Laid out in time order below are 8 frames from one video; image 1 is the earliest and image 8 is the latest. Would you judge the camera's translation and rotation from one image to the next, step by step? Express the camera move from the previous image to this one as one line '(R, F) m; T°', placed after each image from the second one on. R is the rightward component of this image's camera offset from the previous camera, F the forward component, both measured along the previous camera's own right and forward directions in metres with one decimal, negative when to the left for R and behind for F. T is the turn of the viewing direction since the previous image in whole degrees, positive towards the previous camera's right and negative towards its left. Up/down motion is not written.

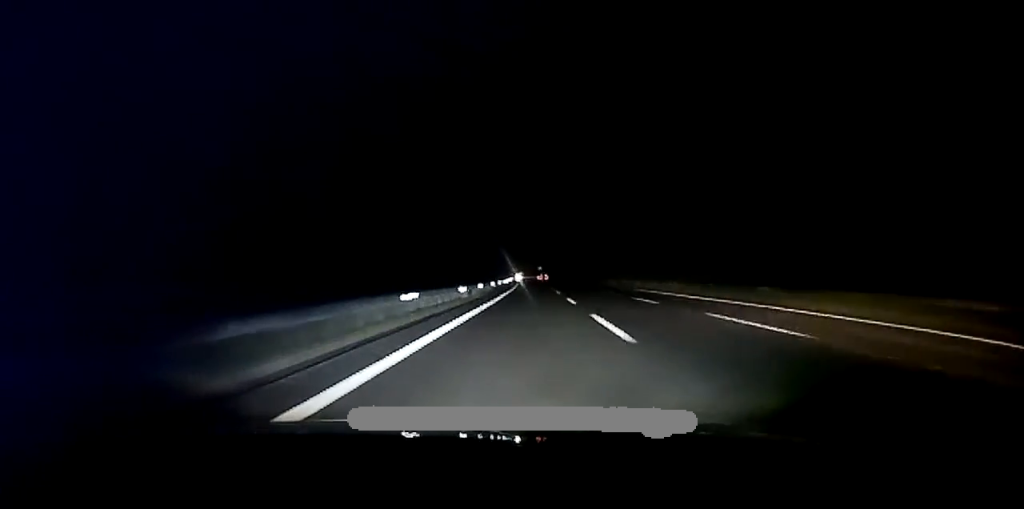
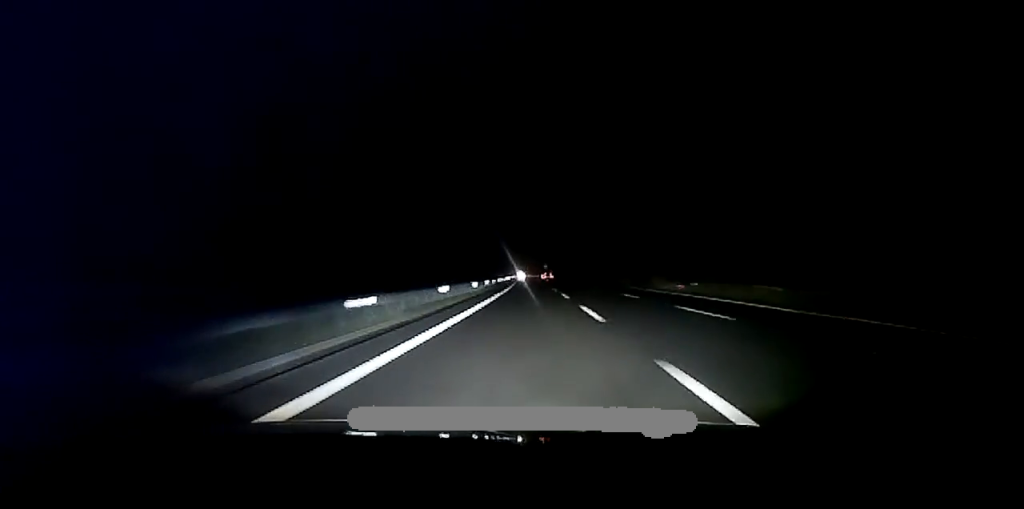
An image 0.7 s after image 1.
(-0.3, +42.2) m; -1°
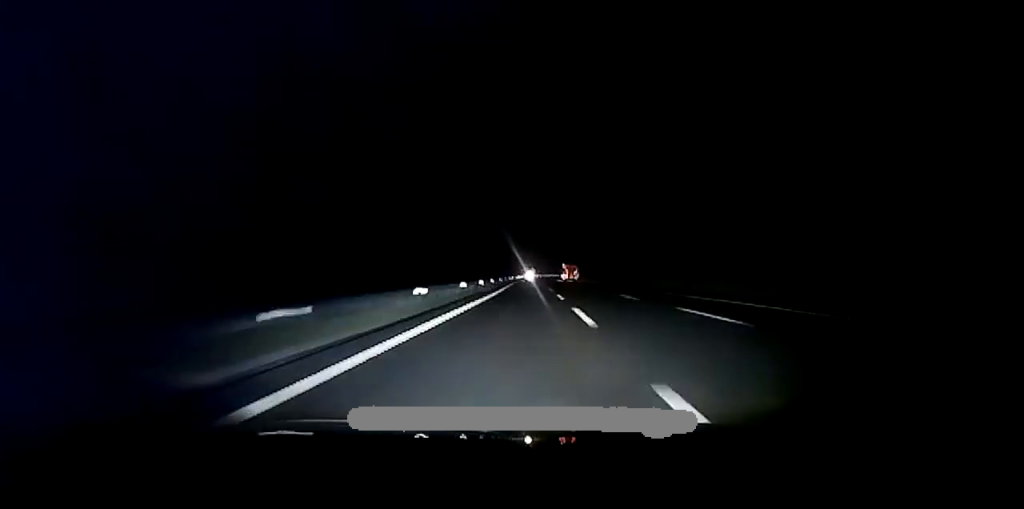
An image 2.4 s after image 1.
(-1.7, +106.8) m; -2°
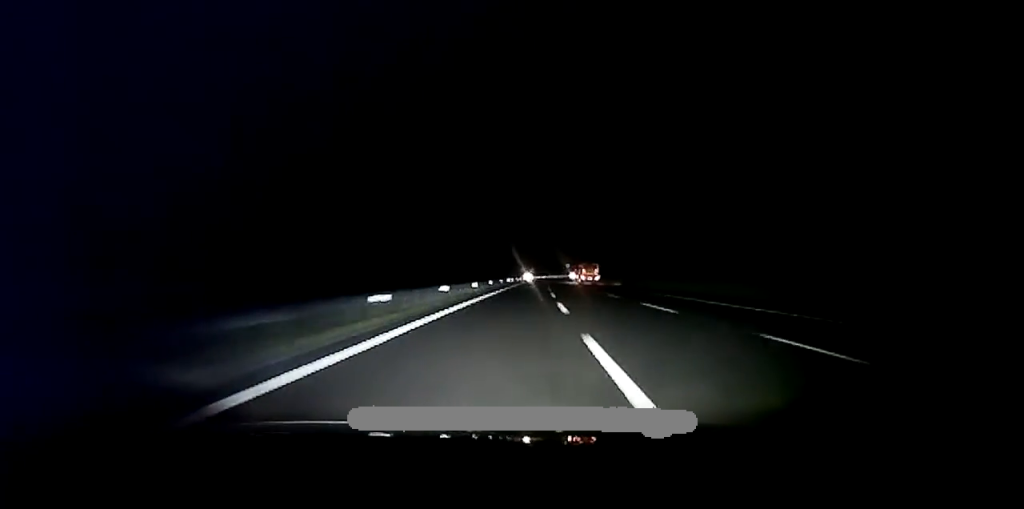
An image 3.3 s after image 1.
(-0.2, +54.6) m; -1°
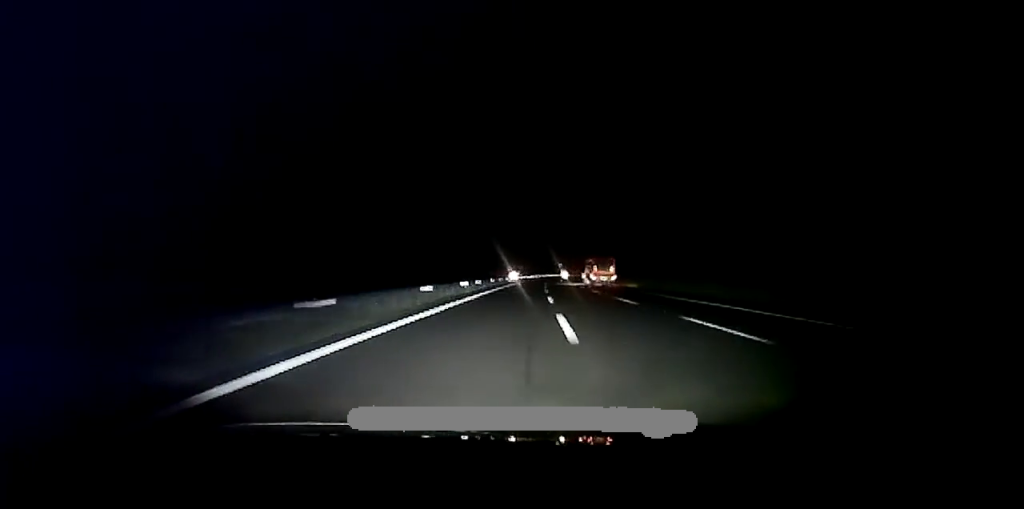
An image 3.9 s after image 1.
(-0.4, +39.7) m; -1°
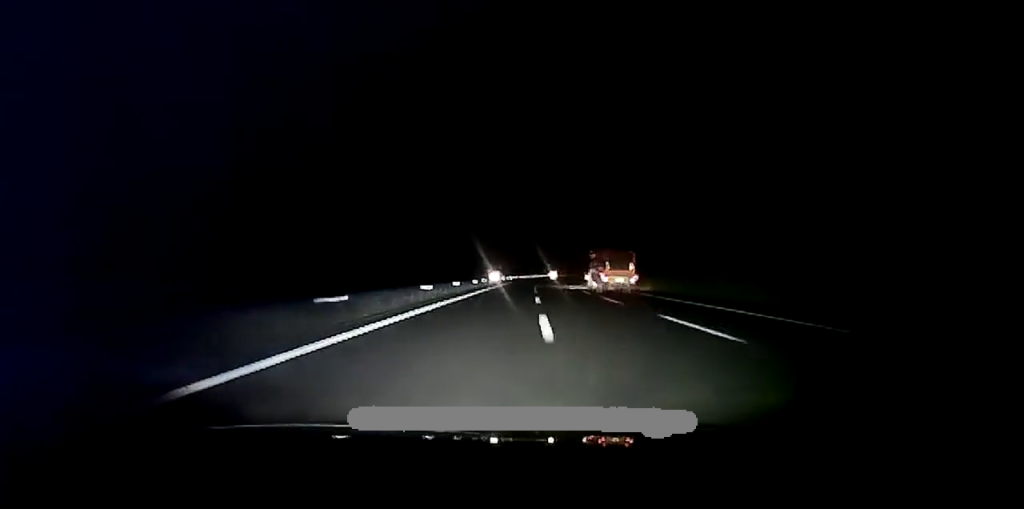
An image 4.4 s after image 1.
(-0.1, +29.8) m; 0°
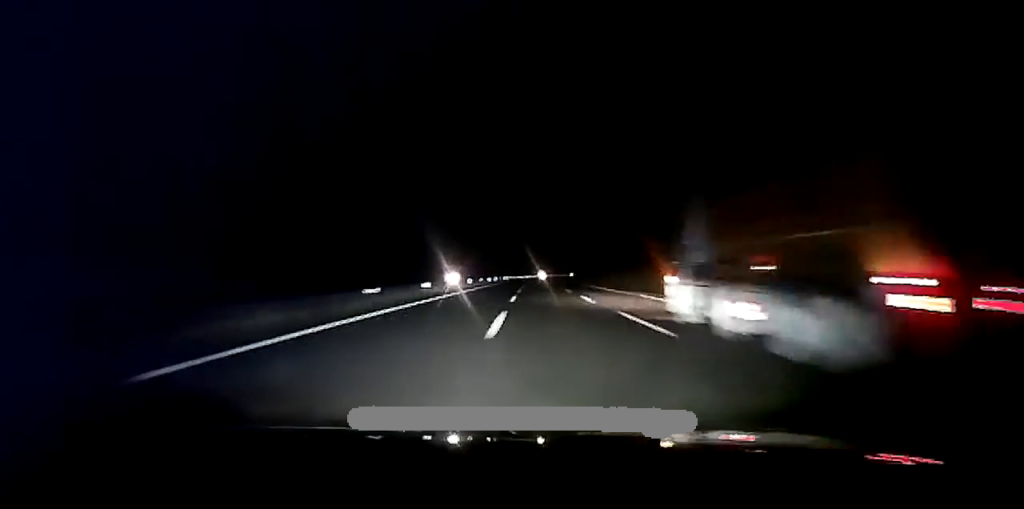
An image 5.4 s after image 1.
(-0.2, +59.7) m; +1°
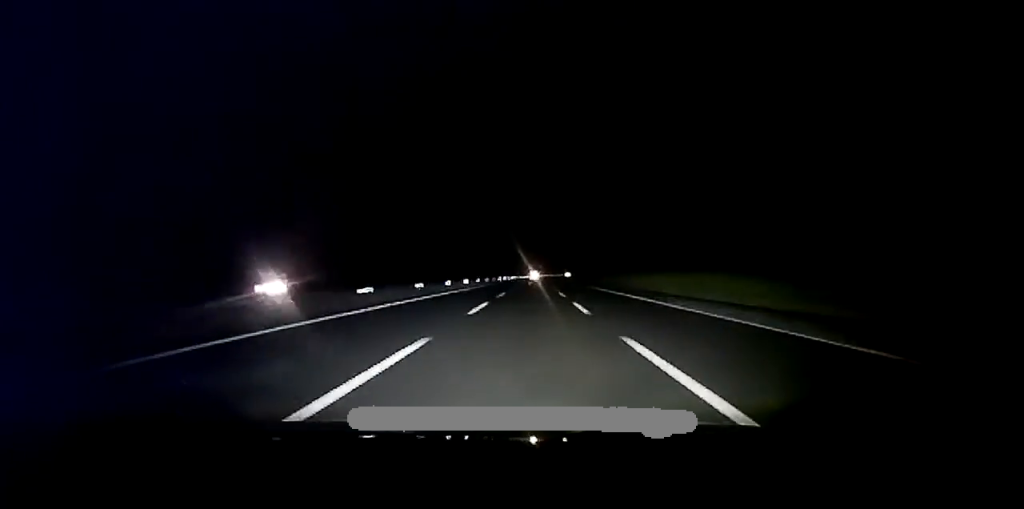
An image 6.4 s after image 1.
(+1.0, +67.3) m; +1°
